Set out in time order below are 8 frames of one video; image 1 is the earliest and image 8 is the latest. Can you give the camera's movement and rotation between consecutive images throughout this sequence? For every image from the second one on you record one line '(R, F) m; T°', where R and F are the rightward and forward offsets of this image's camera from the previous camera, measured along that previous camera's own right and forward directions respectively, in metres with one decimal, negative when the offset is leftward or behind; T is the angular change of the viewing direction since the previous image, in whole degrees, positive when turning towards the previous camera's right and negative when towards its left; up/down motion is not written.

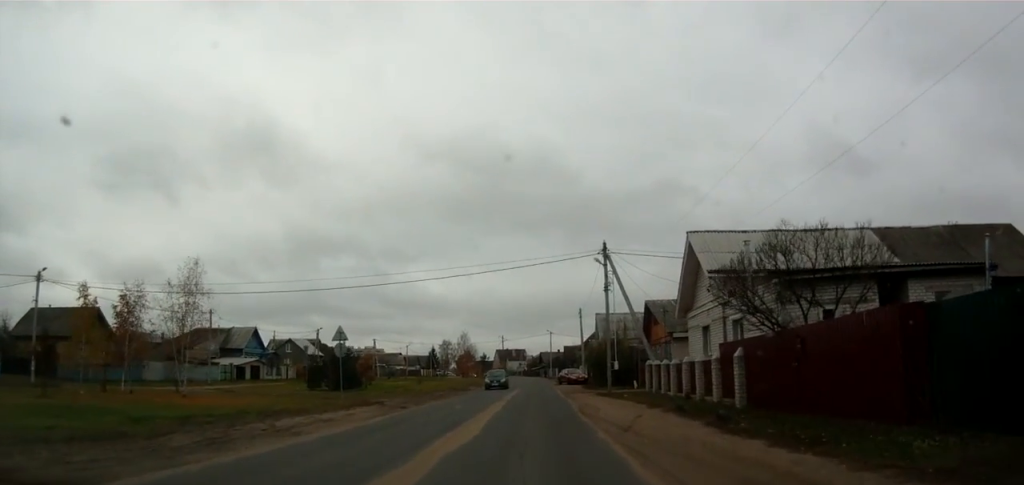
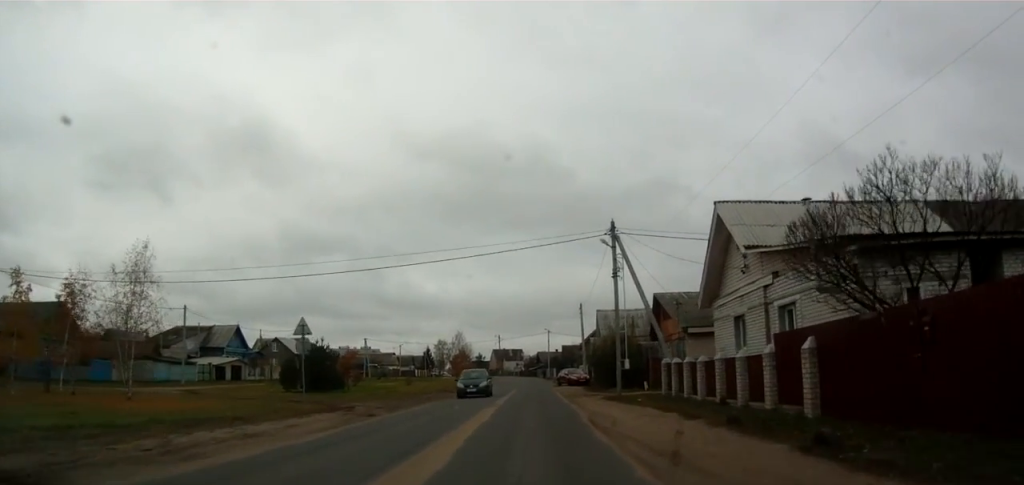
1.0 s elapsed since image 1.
(-0.2, +4.4) m; -2°
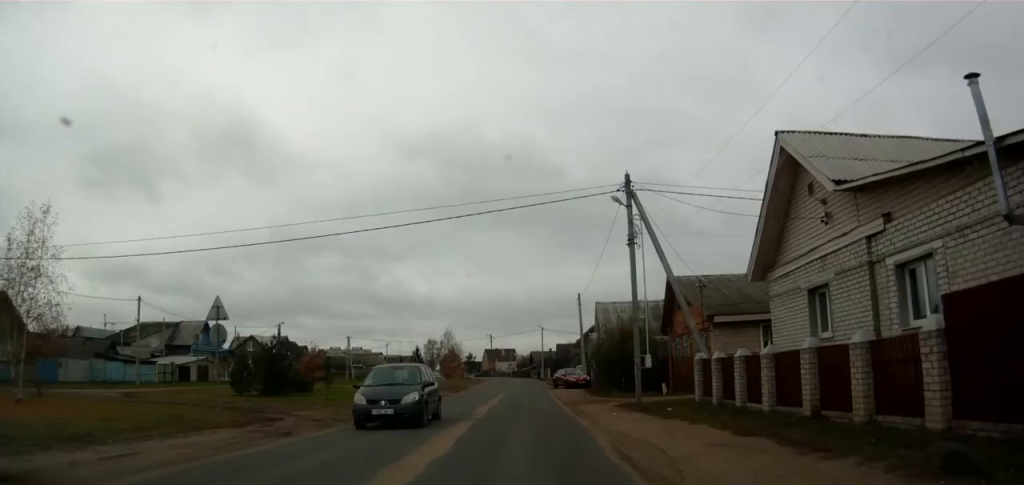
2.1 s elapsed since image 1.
(+0.1, +6.0) m; +2°
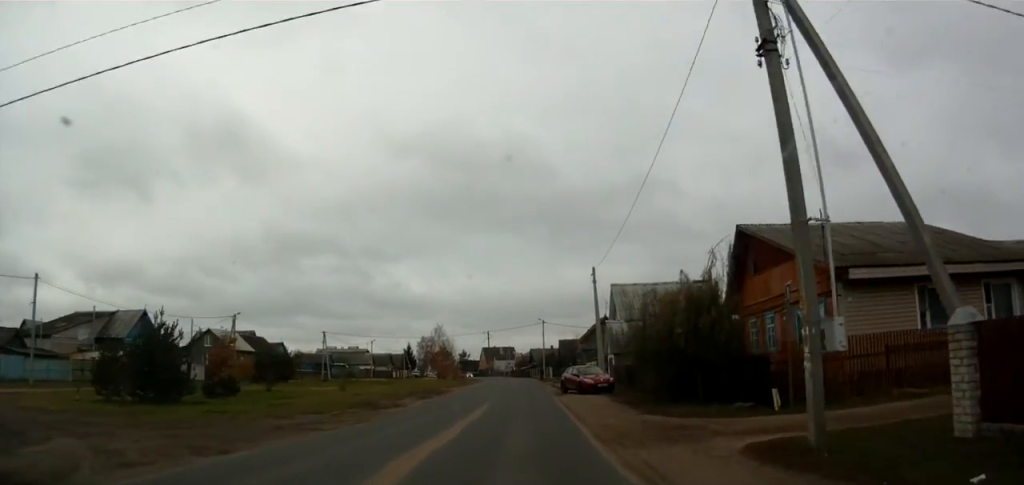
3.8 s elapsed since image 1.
(0.0, +11.6) m; -1°
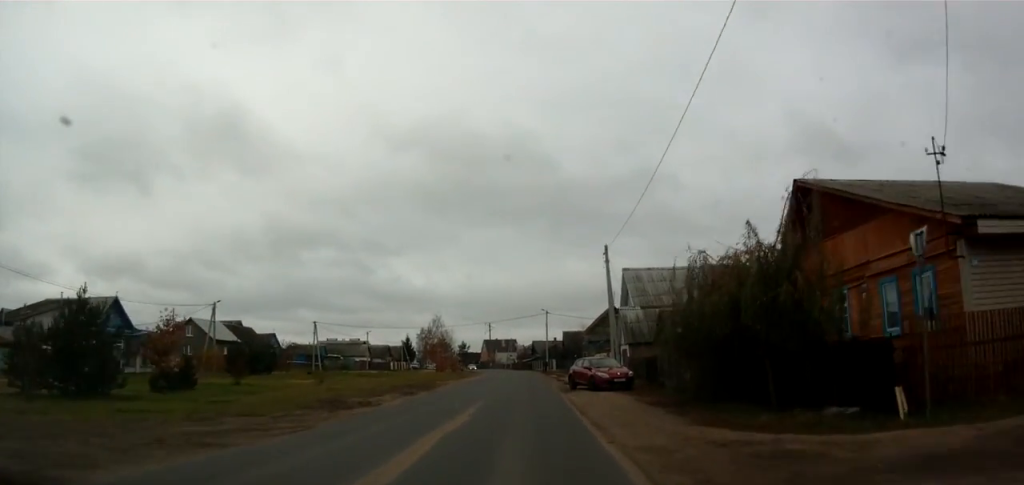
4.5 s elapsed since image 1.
(0.0, +5.8) m; -3°
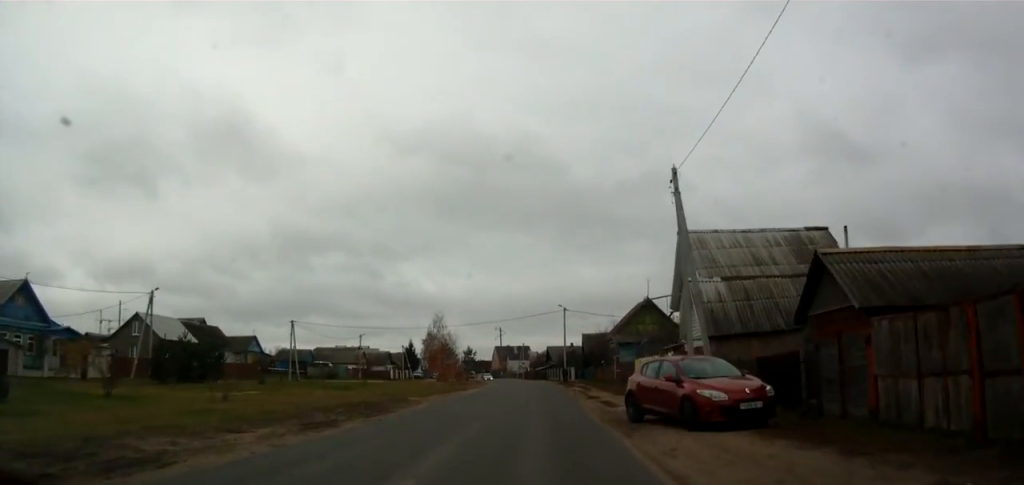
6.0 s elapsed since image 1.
(-0.6, +14.7) m; 0°
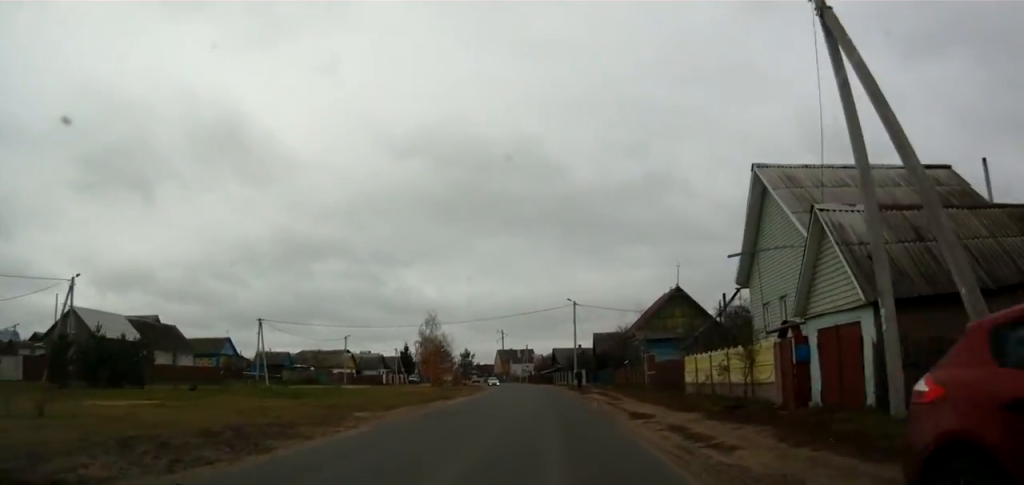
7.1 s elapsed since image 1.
(+0.5, +11.4) m; +2°
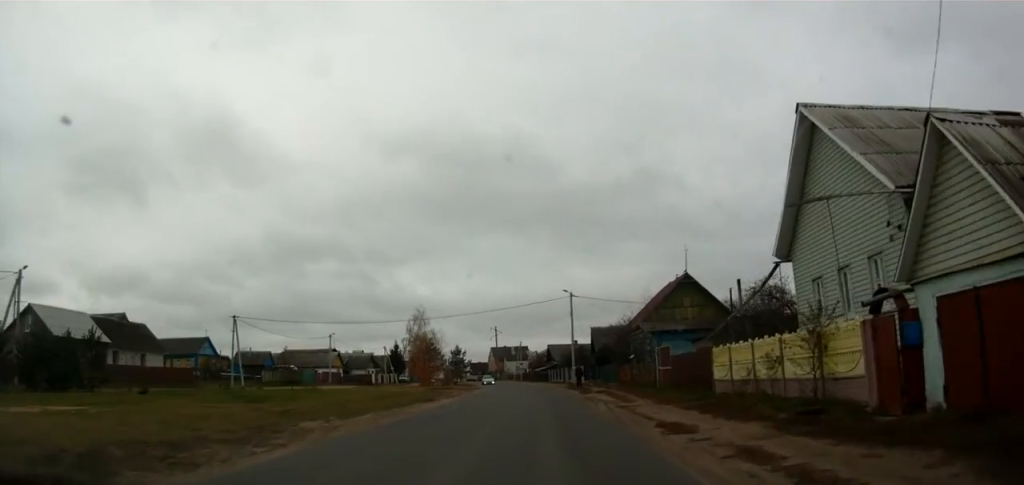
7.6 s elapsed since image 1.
(+0.2, +4.9) m; -1°
